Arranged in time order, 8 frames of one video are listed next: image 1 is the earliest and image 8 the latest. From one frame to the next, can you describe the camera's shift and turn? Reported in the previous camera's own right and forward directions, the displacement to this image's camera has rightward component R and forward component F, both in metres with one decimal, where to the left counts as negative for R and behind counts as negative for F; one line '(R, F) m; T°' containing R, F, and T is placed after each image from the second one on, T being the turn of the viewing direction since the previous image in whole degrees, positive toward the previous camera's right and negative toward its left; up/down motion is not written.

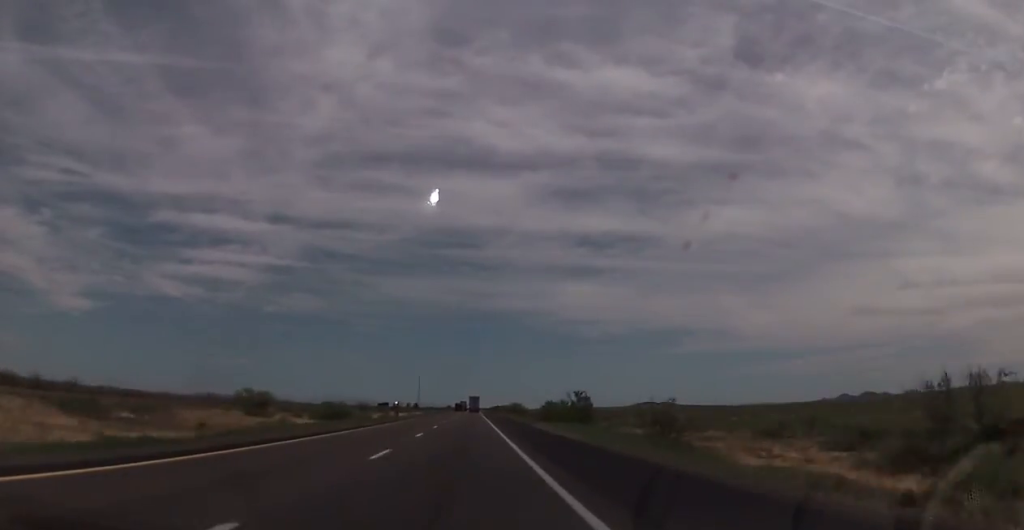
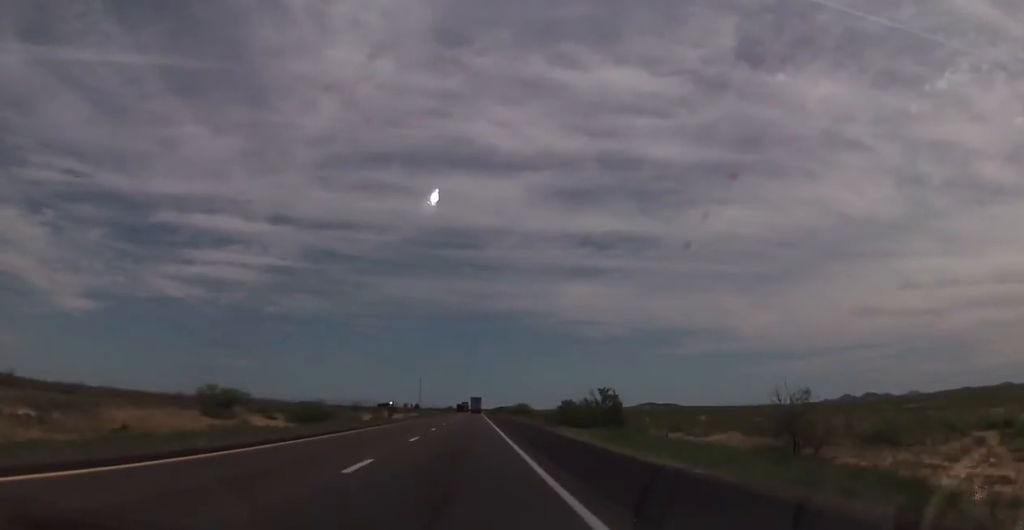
(0.0, +16.0) m; 0°
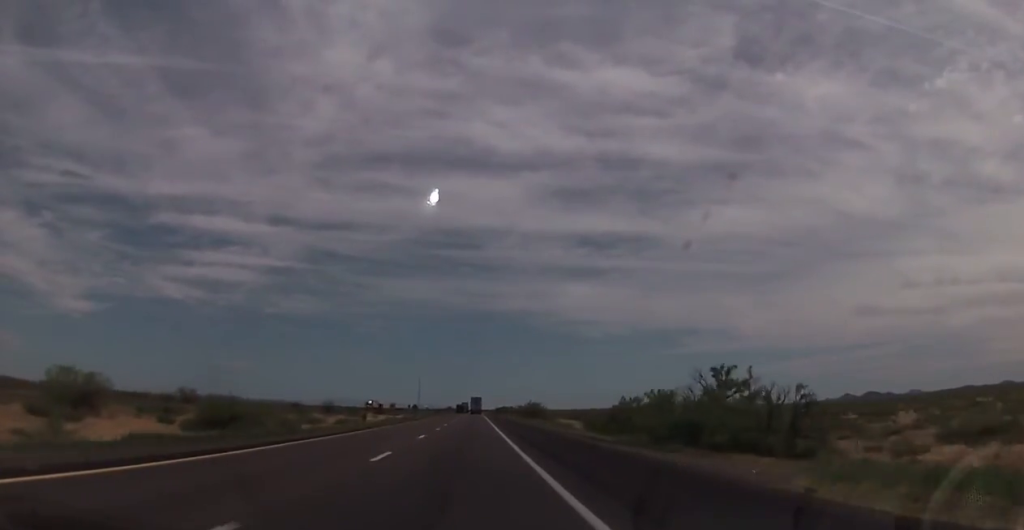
(0.0, +34.1) m; -1°
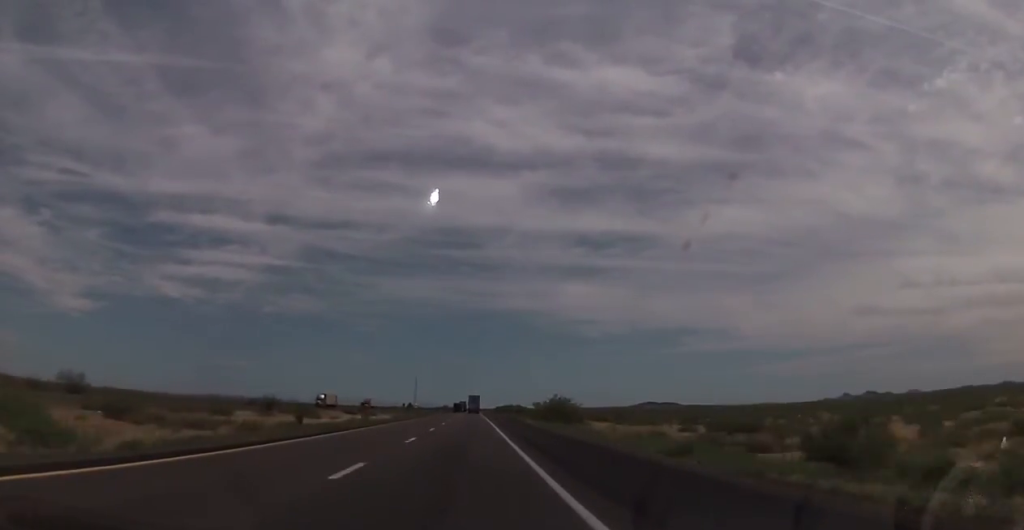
(-0.5, +41.2) m; 0°
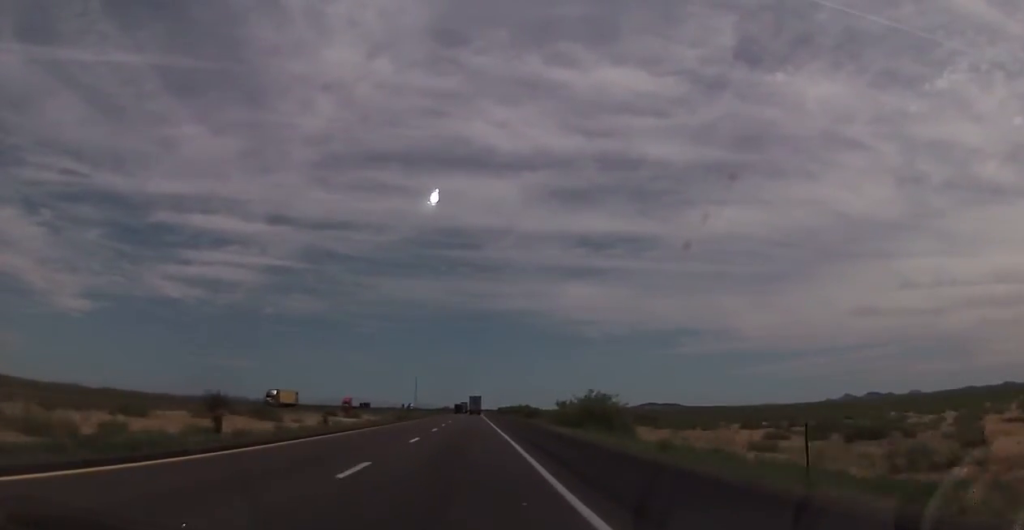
(+0.3, +24.3) m; +1°
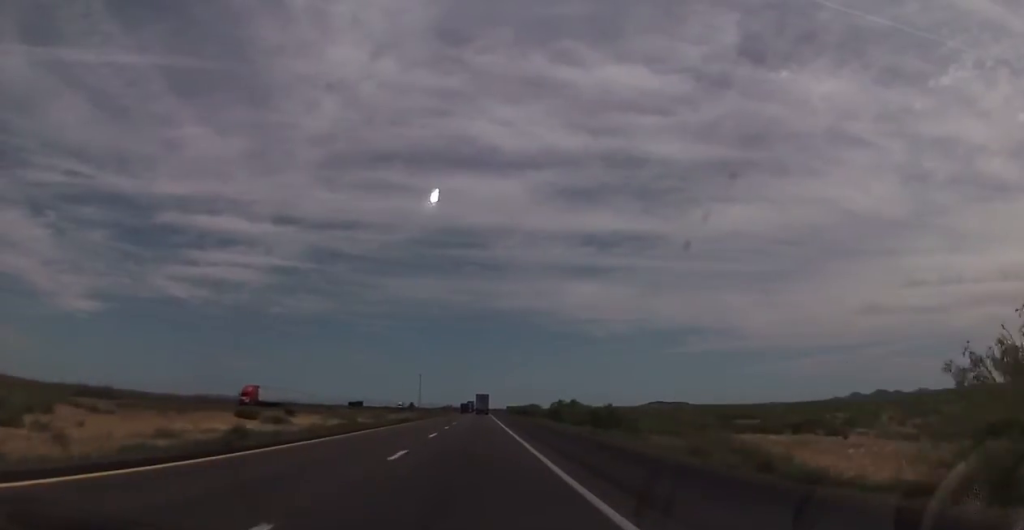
(-0.1, +57.1) m; -1°
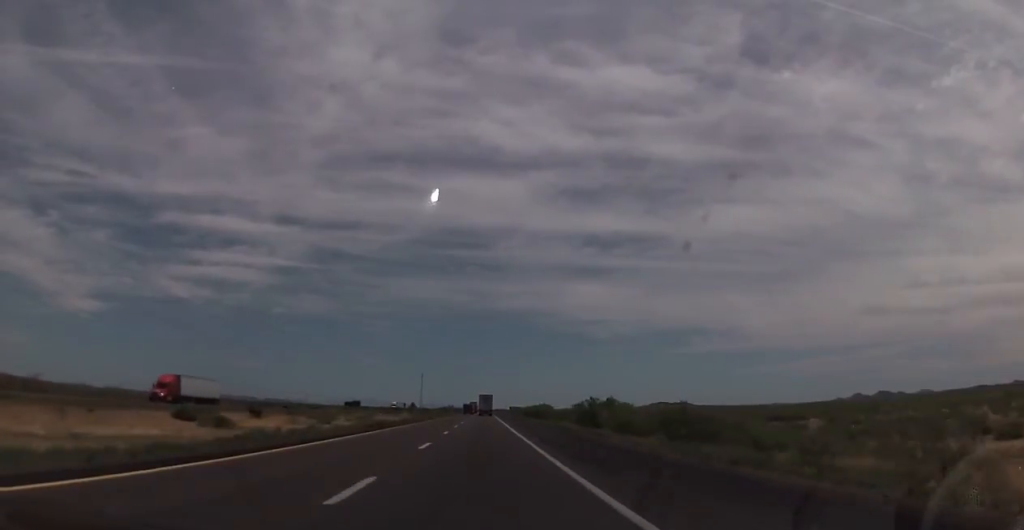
(-0.2, +19.3) m; 0°
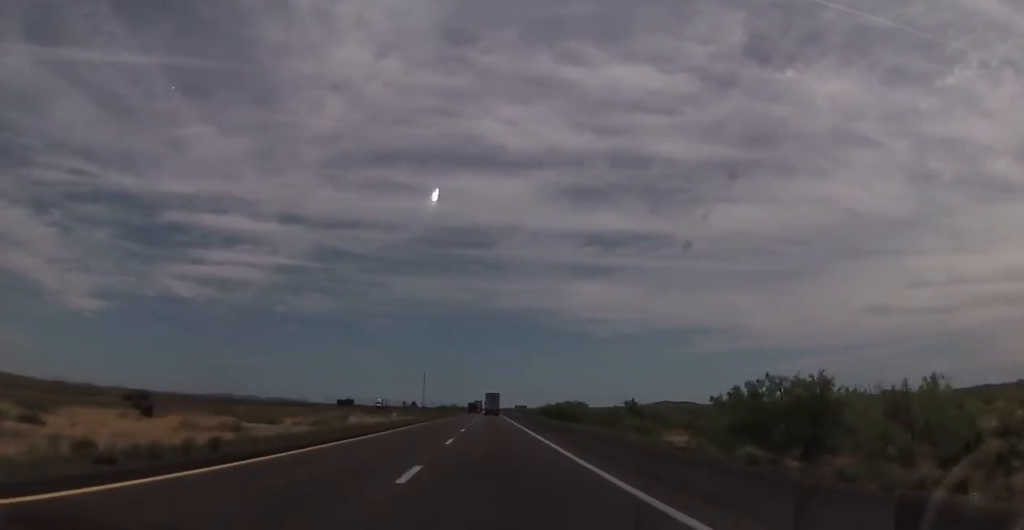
(+0.1, +33.6) m; 0°
